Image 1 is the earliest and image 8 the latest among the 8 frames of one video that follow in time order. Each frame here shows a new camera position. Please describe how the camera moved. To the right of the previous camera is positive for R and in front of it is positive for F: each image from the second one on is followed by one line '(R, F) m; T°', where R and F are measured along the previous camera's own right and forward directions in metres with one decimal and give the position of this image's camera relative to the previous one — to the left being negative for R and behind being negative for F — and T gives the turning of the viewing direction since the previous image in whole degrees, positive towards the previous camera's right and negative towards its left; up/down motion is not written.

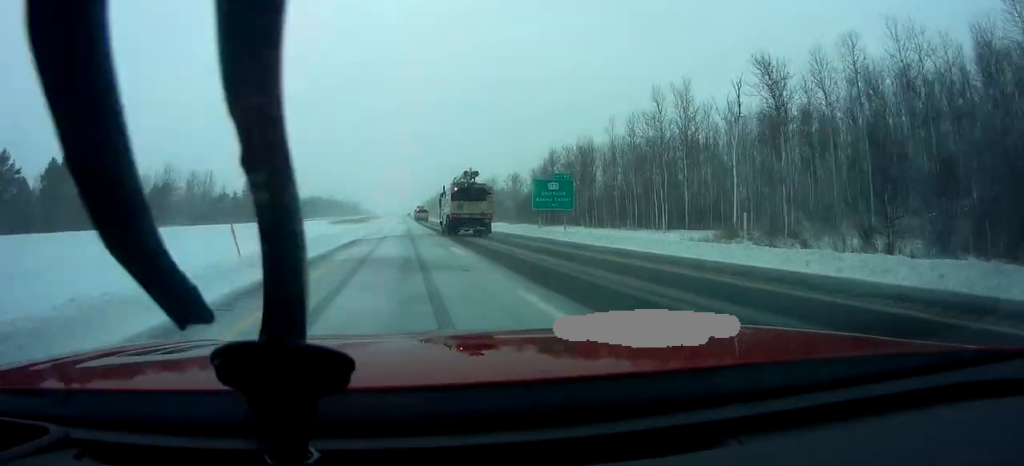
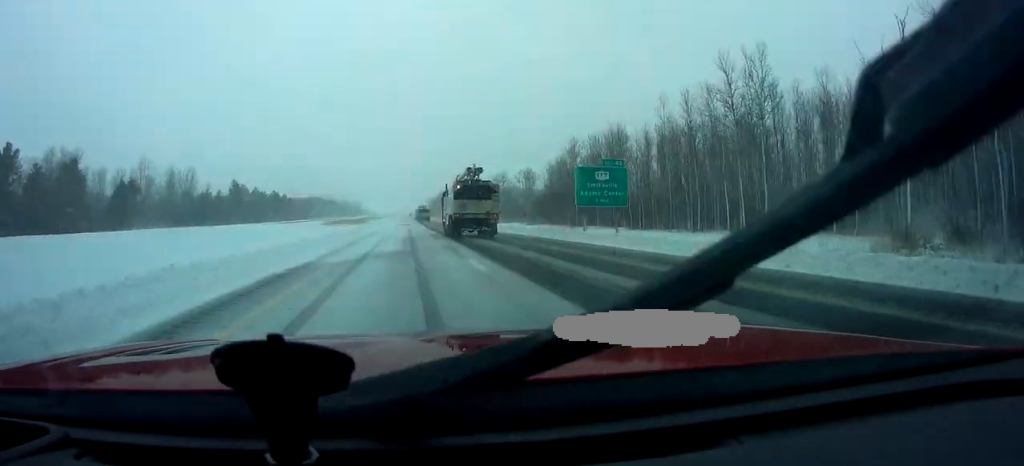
(-0.4, +18.0) m; 0°
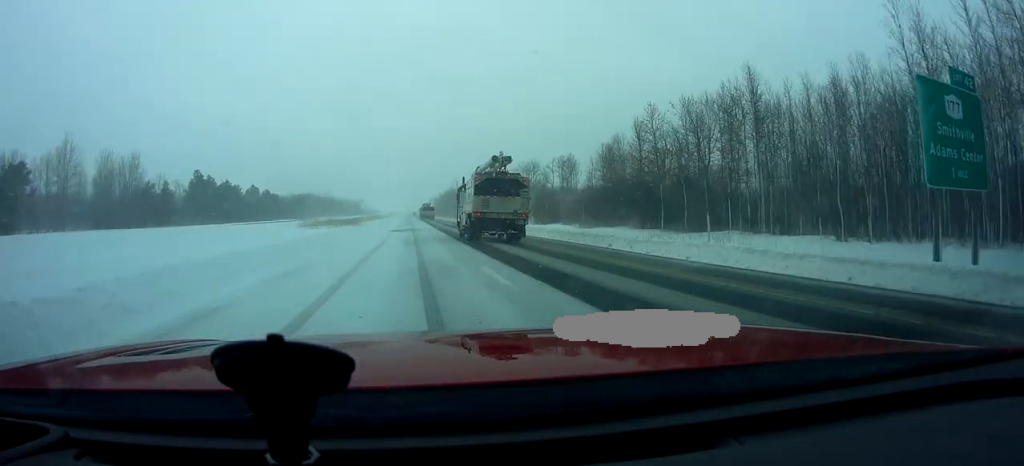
(+0.5, +39.0) m; 0°
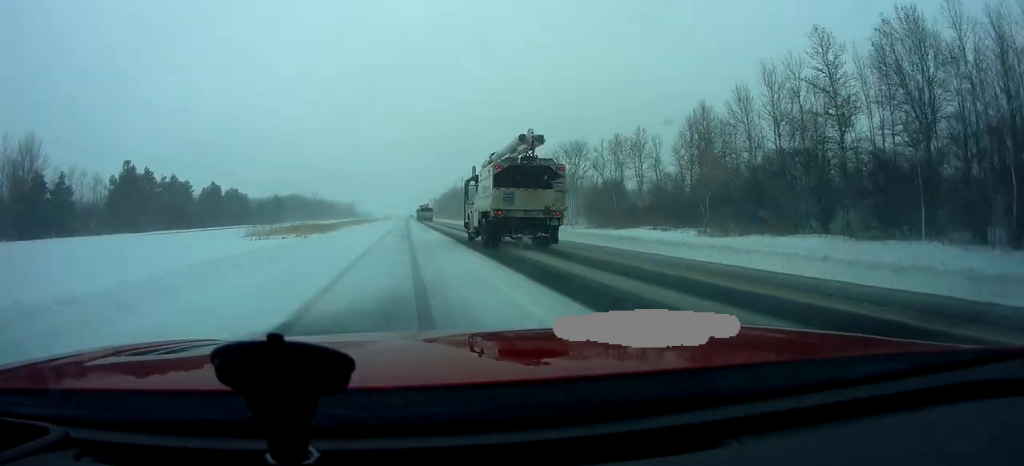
(+0.3, +40.8) m; 0°
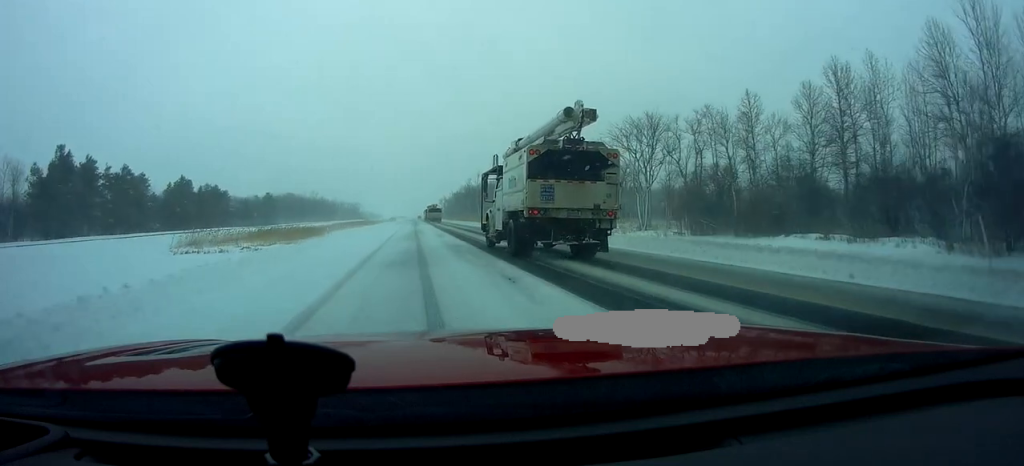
(-0.7, +29.3) m; -2°
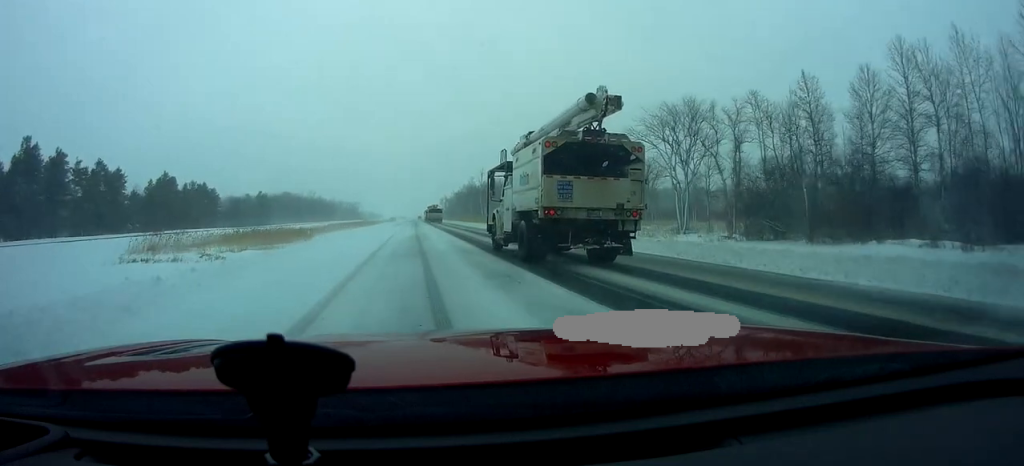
(-0.1, +10.6) m; 0°
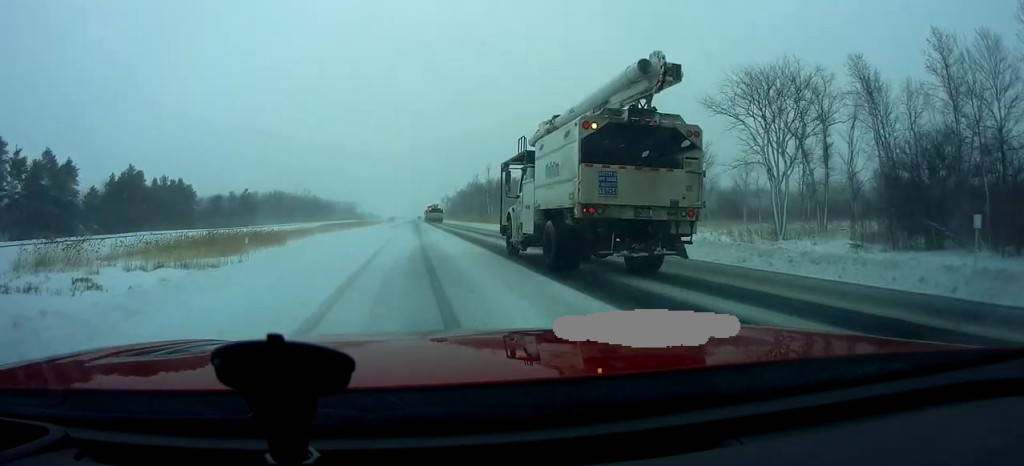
(0.0, +17.5) m; 0°
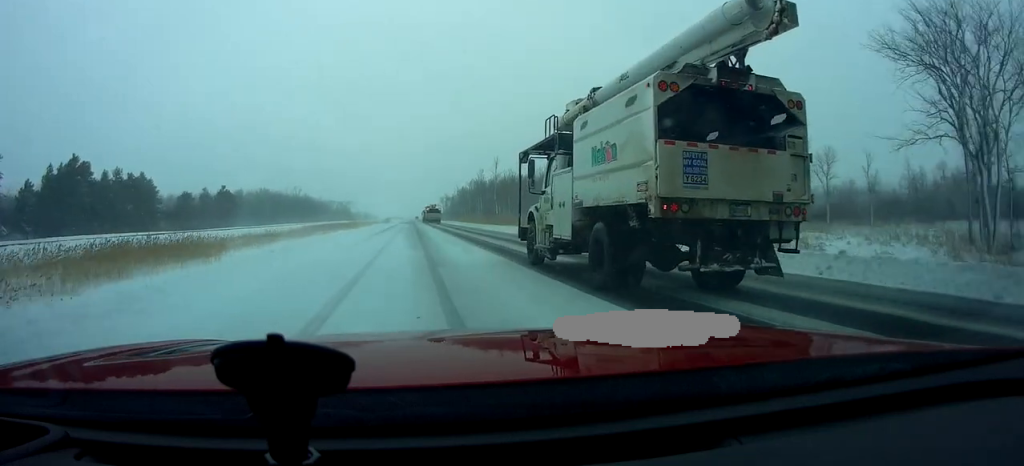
(+0.2, +20.8) m; 0°
